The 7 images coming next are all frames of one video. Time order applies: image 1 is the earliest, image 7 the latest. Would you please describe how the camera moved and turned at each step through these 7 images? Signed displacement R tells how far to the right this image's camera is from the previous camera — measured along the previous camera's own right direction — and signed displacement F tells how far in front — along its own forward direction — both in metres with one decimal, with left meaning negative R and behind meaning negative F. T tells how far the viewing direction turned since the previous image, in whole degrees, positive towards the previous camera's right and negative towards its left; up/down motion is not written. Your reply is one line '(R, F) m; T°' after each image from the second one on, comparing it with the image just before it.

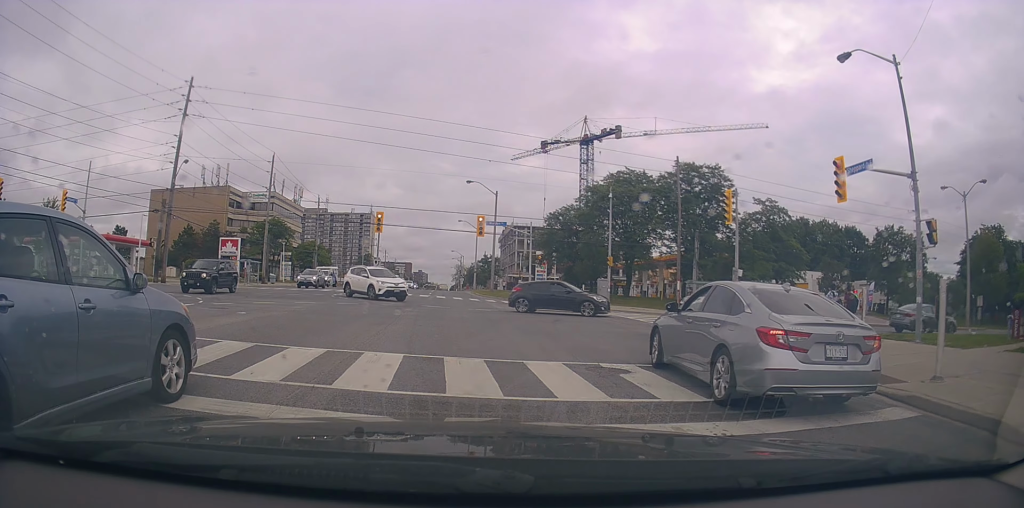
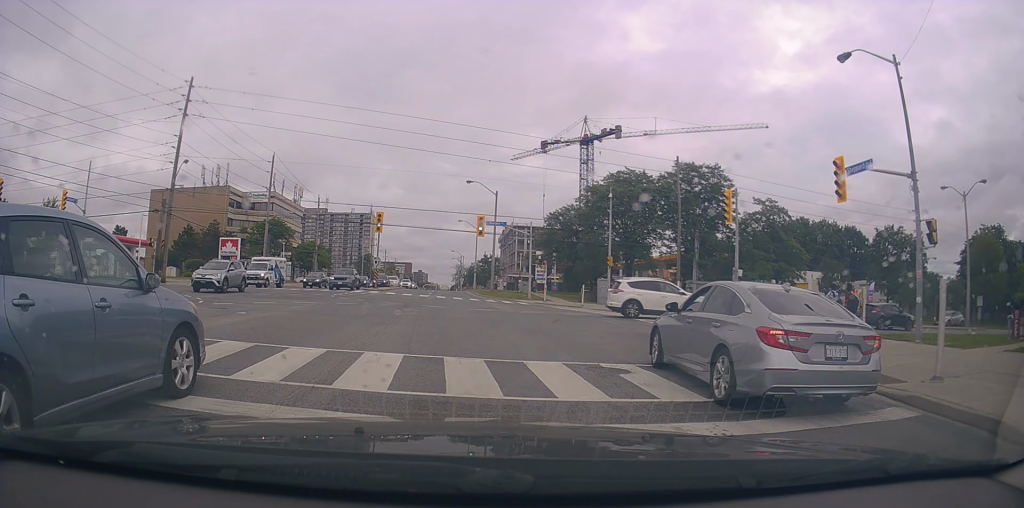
(0.0, 0.0) m; 0°
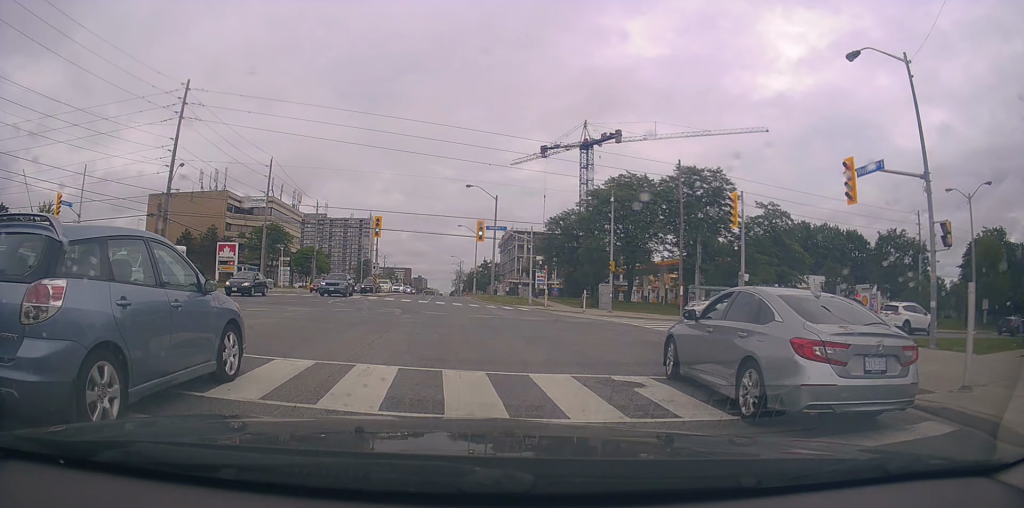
(+0.1, +0.3) m; 0°
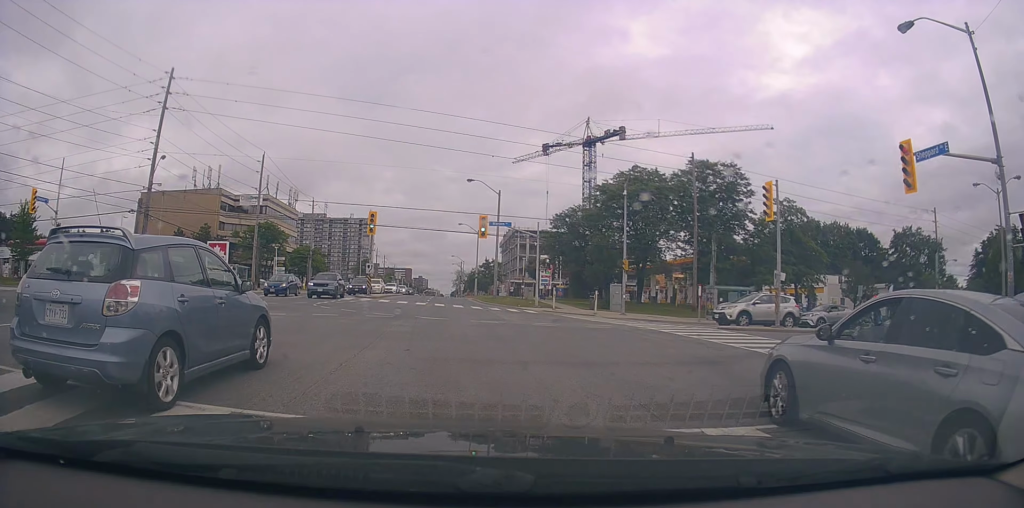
(+0.1, +2.0) m; 0°
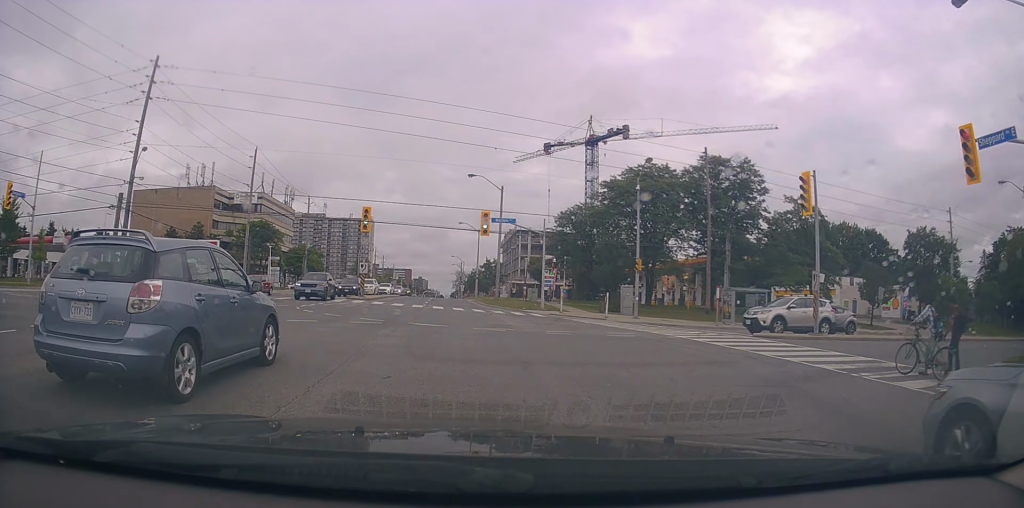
(0.0, +2.7) m; 0°
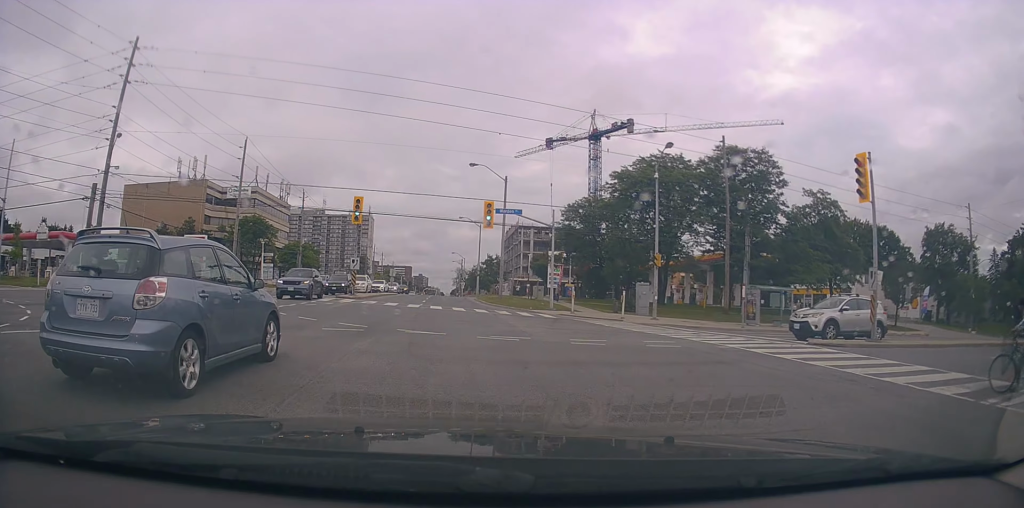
(-0.1, +2.8) m; 0°
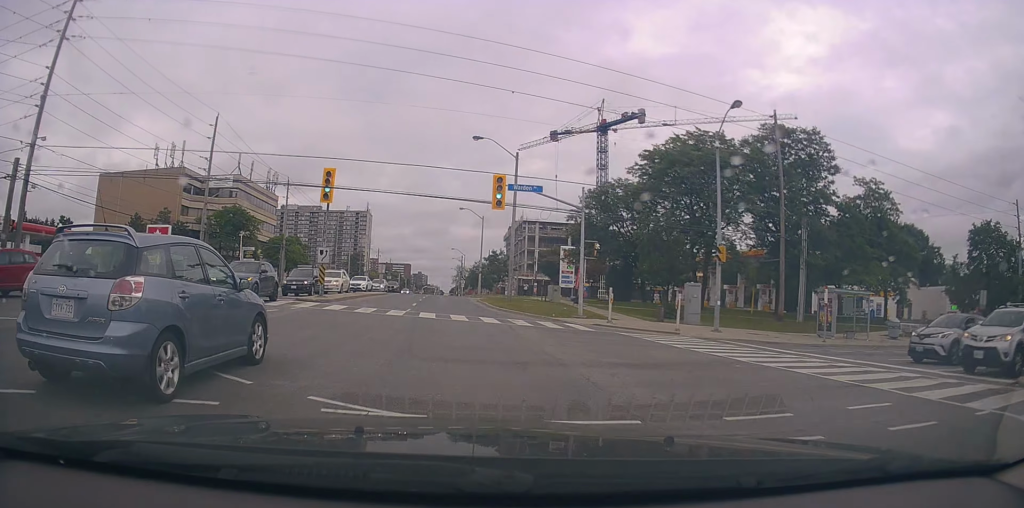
(+0.1, +7.7) m; -1°
